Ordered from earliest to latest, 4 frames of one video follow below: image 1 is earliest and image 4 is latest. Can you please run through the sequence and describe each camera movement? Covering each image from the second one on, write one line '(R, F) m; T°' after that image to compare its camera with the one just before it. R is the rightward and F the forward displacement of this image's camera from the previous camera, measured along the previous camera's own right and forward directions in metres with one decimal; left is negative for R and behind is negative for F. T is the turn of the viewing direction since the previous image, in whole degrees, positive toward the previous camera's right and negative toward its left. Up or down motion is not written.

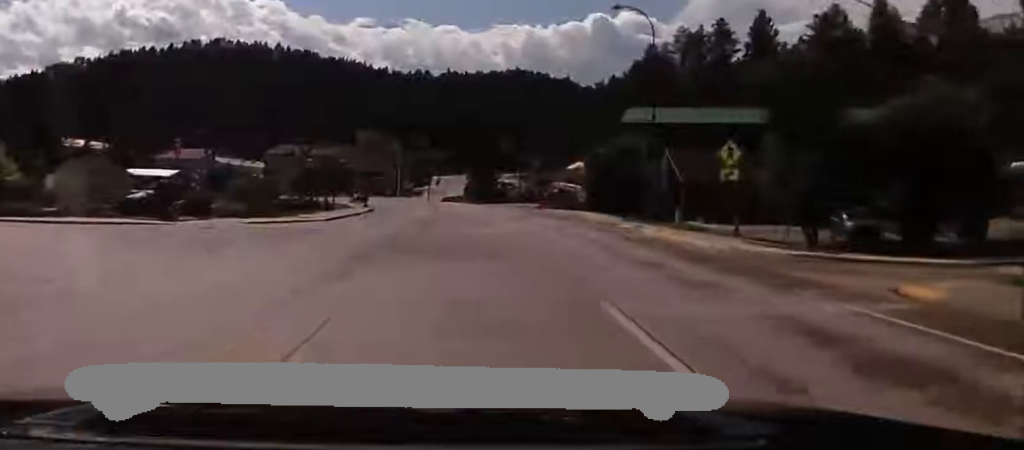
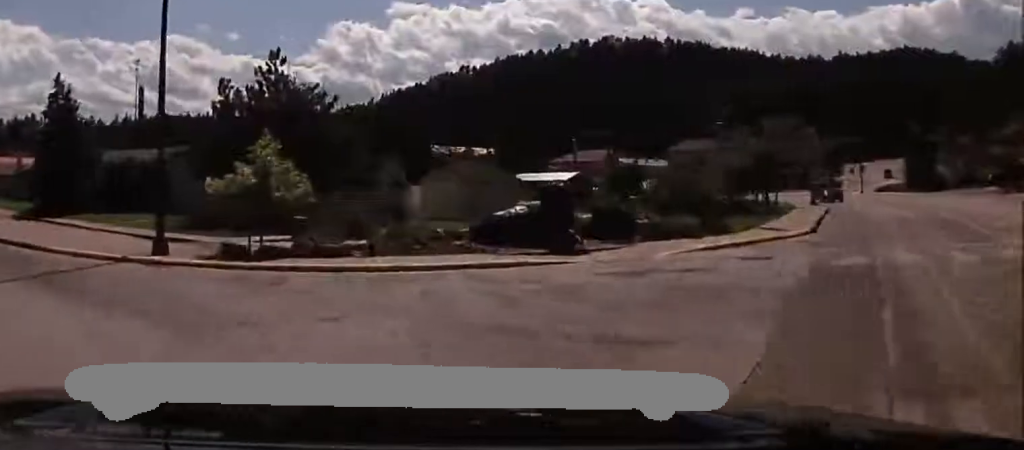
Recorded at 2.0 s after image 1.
(-2.6, +16.0) m; -33°
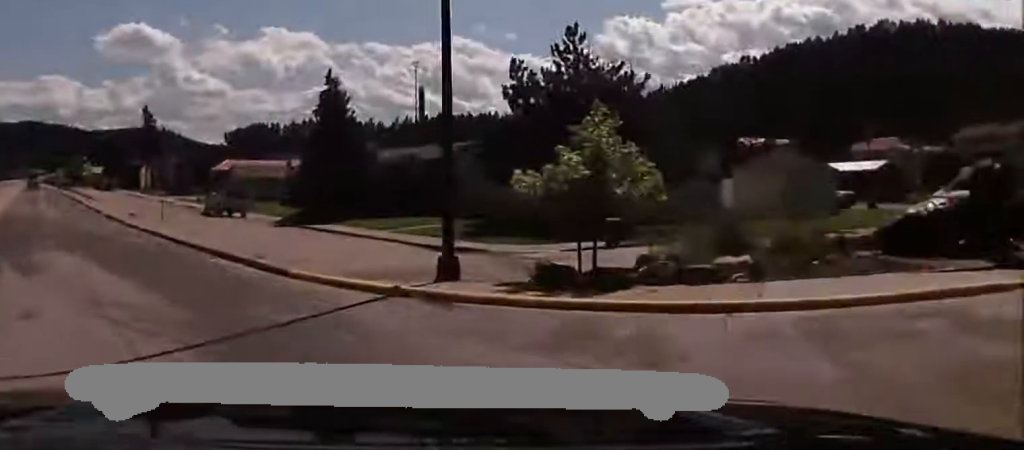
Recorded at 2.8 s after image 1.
(-1.6, +6.6) m; -15°
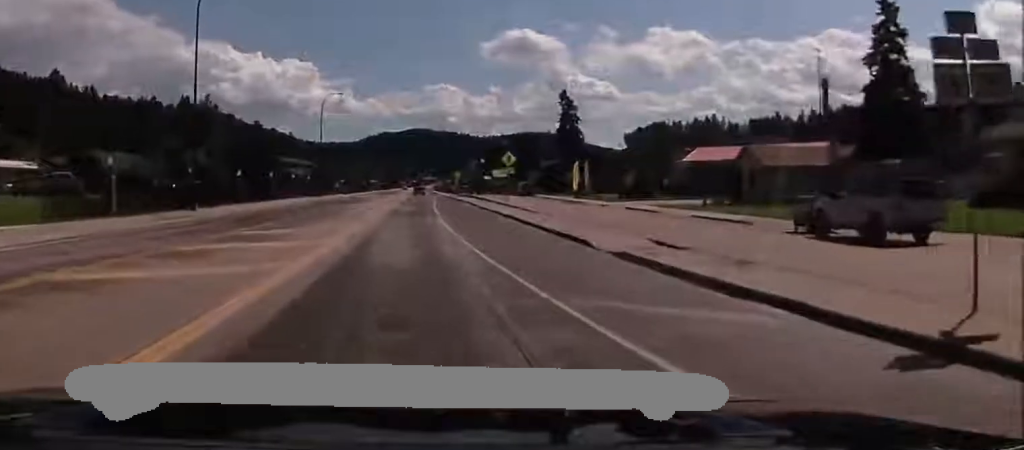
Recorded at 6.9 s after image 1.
(-11.4, +33.9) m; -23°
